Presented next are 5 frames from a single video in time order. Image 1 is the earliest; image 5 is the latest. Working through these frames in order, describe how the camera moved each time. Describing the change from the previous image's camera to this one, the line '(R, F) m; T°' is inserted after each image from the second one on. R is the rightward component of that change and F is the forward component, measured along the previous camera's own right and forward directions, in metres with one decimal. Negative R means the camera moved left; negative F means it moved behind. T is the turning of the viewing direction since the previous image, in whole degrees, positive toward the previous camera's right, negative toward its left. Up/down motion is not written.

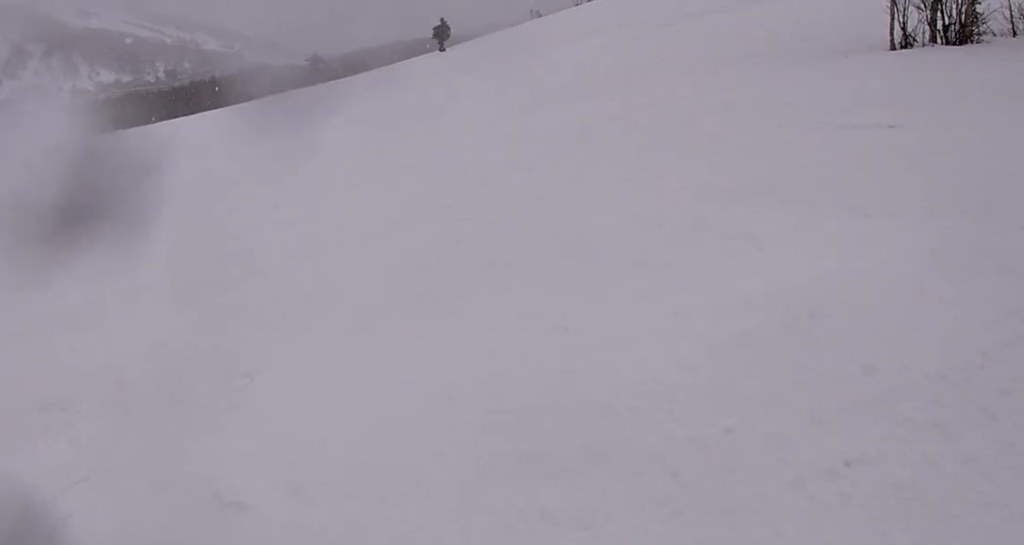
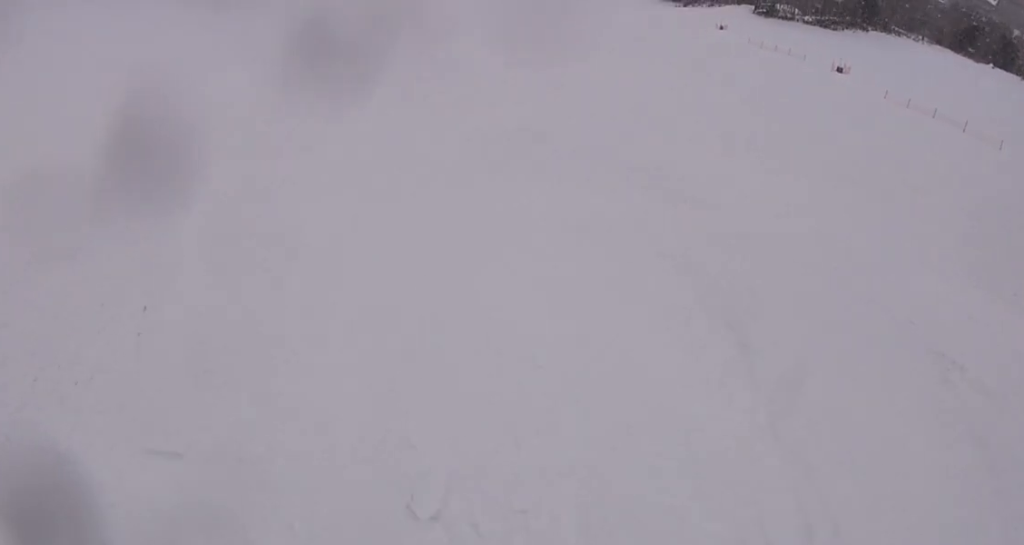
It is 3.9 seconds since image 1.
(-6.5, +12.9) m; -91°
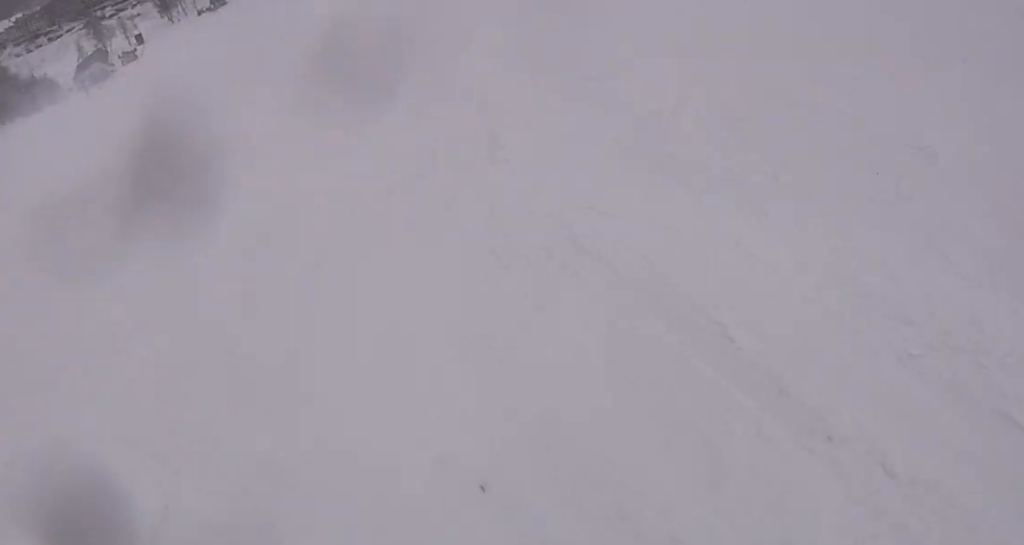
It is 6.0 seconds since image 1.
(-2.3, +12.3) m; +9°
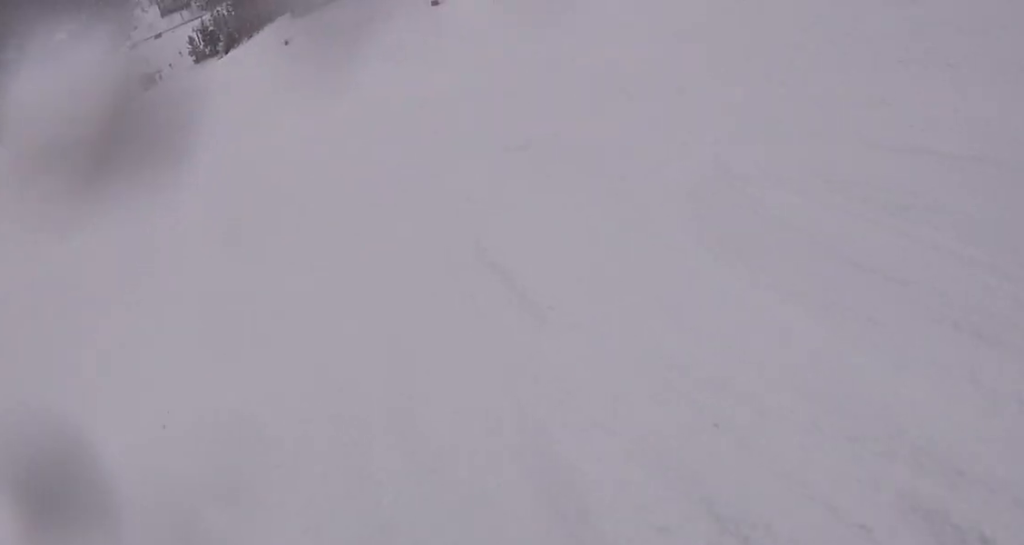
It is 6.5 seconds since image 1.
(+0.9, +3.3) m; +16°
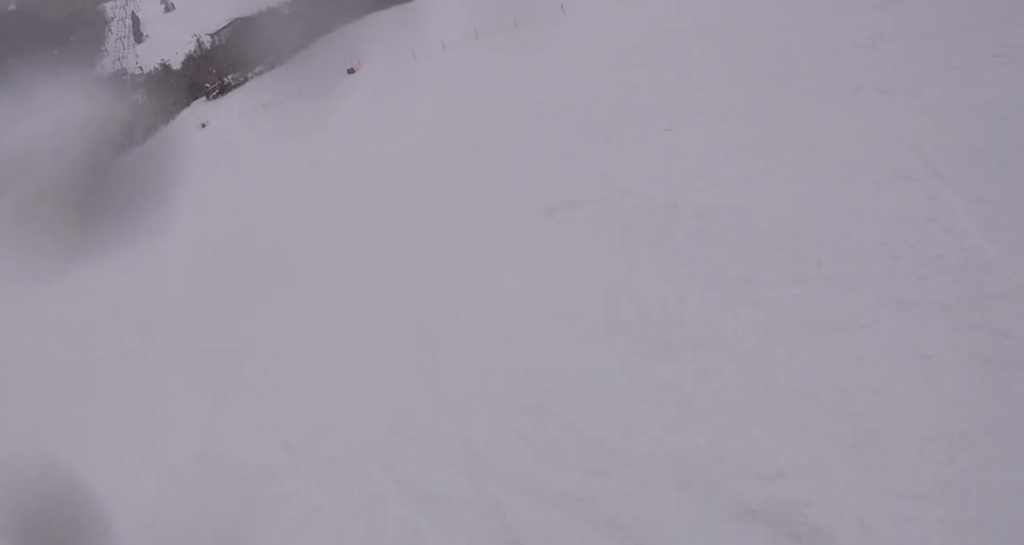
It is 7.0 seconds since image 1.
(+0.3, +3.2) m; +12°
